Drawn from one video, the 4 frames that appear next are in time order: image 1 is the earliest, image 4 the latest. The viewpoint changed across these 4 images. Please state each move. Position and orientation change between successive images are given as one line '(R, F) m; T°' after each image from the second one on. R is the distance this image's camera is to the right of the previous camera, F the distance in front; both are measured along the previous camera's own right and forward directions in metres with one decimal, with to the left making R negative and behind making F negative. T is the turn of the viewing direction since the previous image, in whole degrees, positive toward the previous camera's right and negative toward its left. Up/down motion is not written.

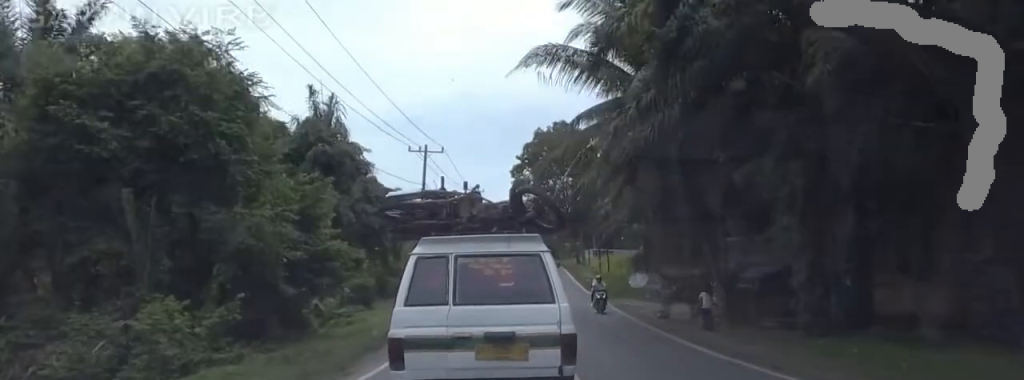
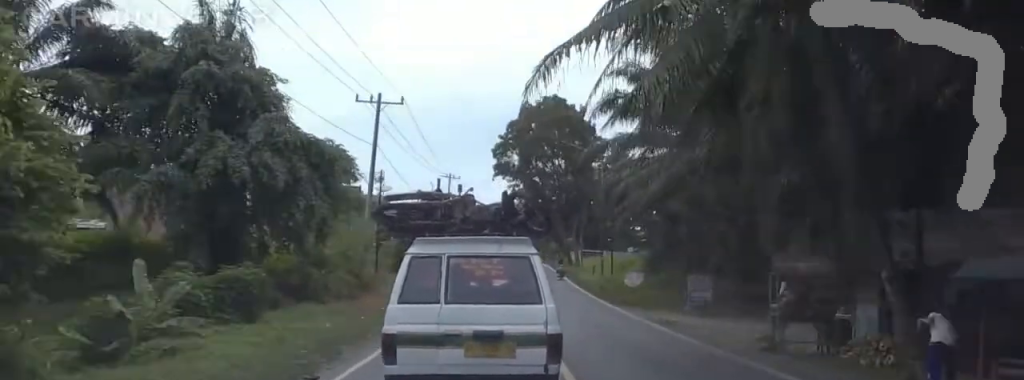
(+0.1, +15.7) m; 0°
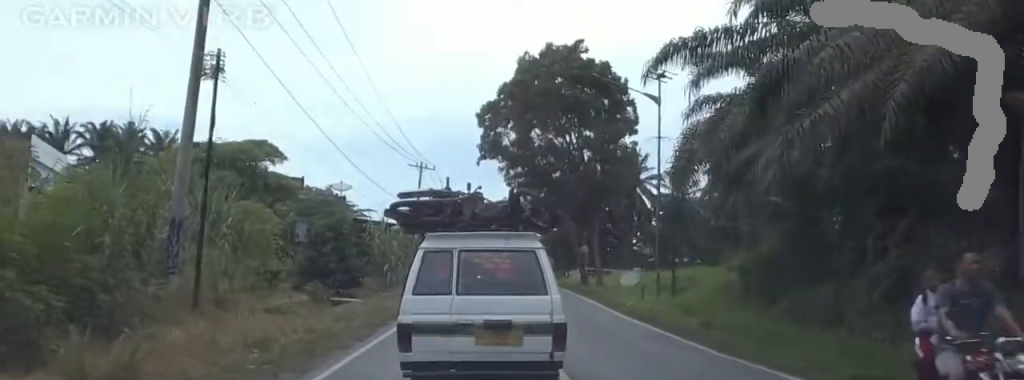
(+0.4, +24.8) m; +2°
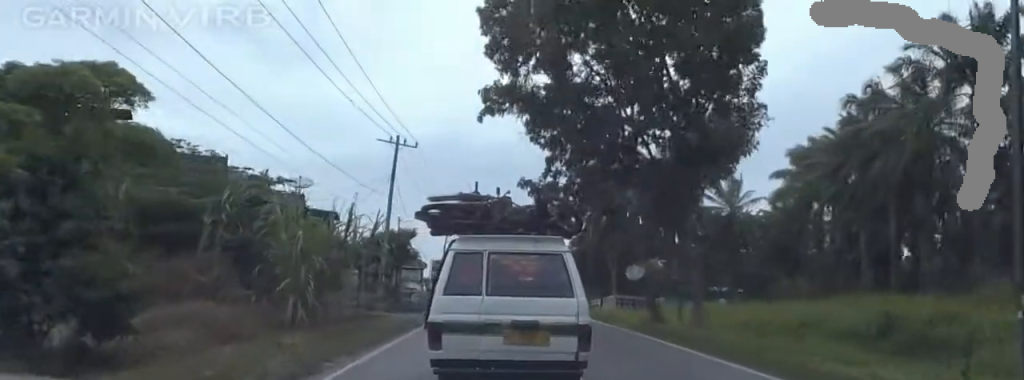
(0.0, +25.0) m; 0°
